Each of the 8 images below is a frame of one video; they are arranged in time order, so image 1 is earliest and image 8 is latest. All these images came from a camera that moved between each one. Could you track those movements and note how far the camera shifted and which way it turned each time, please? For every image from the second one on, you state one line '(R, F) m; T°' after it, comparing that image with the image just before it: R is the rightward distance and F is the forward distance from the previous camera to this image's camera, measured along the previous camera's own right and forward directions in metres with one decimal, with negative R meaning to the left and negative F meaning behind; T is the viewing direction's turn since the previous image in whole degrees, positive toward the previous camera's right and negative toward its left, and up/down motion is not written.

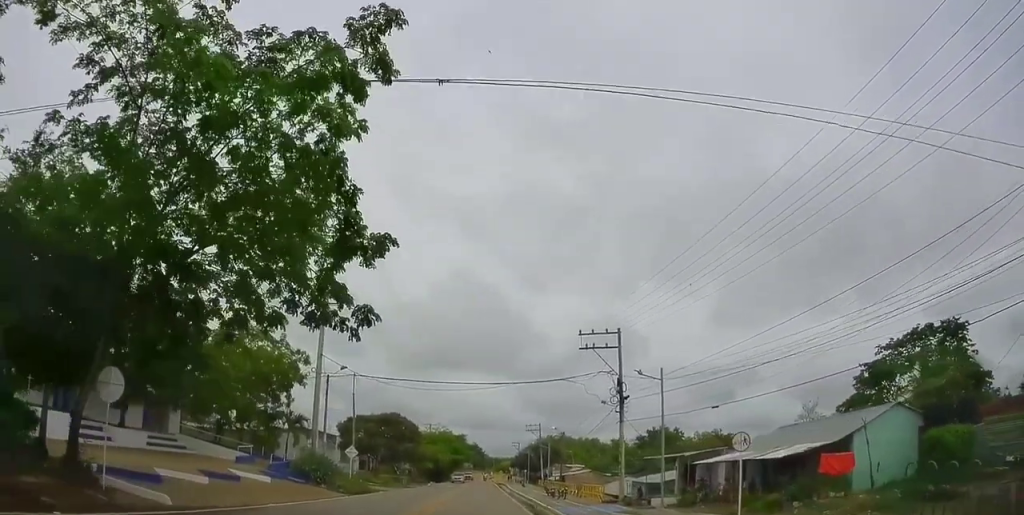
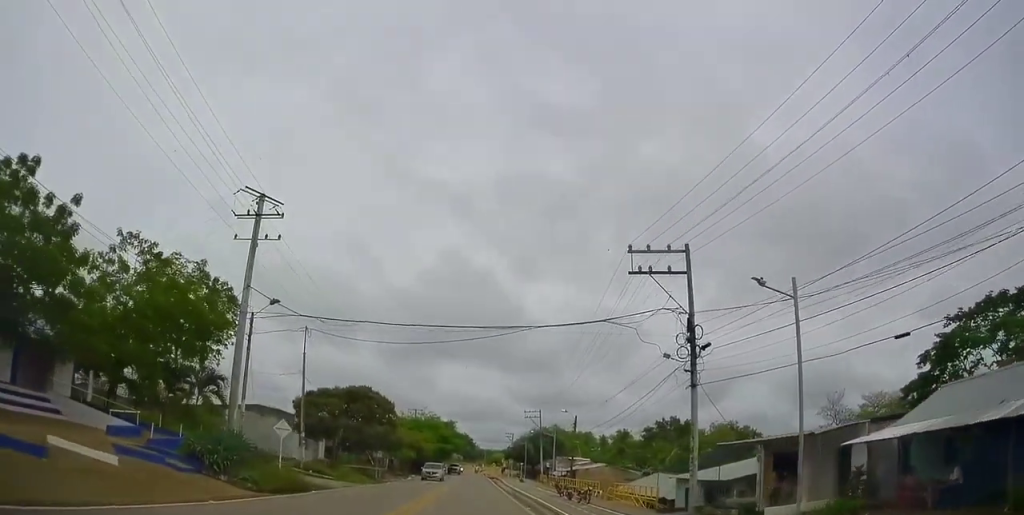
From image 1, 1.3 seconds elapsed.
(+0.1, +11.8) m; 0°
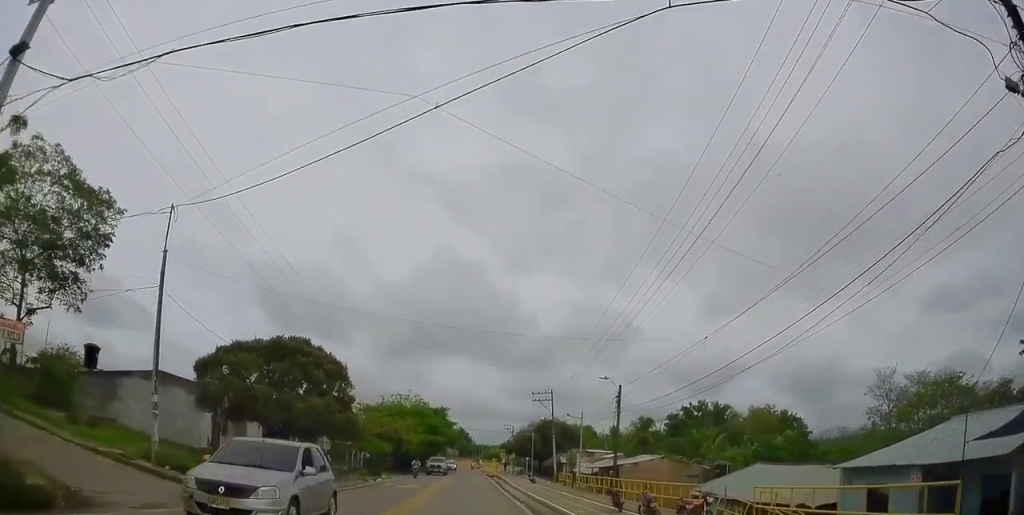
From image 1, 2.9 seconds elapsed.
(+0.1, +16.0) m; -1°
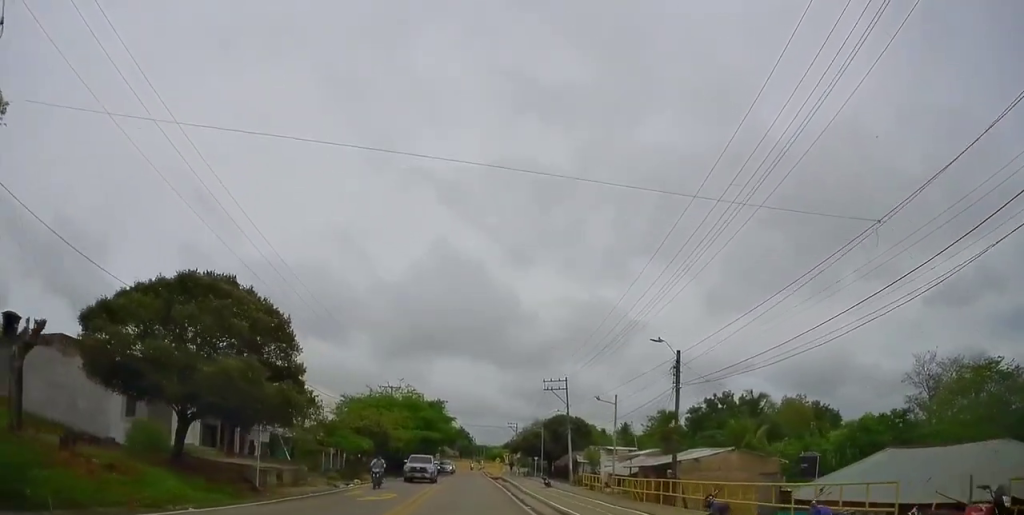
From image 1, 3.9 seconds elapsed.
(-0.2, +9.6) m; -1°
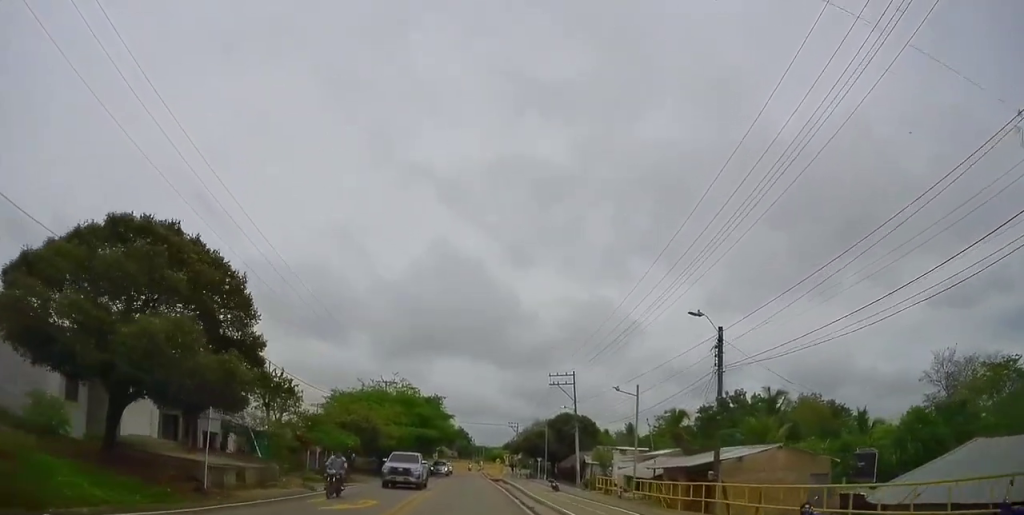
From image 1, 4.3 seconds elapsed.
(-0.2, +4.4) m; 0°
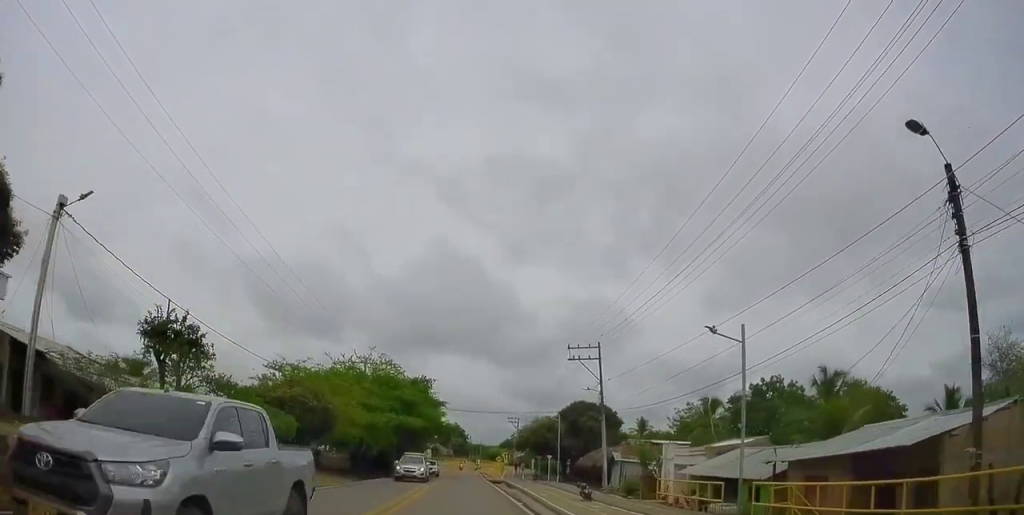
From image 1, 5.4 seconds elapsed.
(+0.5, +11.9) m; +1°
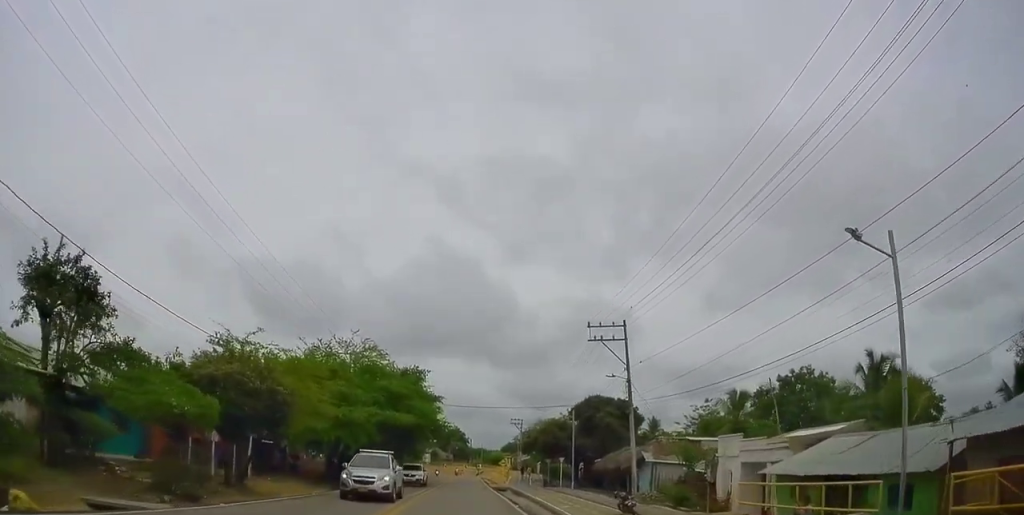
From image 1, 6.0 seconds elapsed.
(-0.2, +7.5) m; +1°
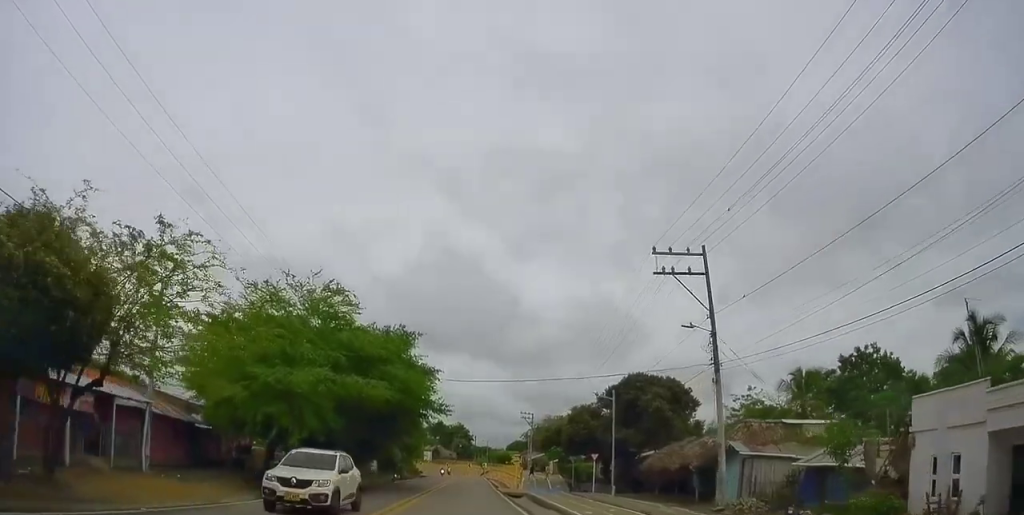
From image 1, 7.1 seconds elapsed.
(+0.3, +12.0) m; 0°
